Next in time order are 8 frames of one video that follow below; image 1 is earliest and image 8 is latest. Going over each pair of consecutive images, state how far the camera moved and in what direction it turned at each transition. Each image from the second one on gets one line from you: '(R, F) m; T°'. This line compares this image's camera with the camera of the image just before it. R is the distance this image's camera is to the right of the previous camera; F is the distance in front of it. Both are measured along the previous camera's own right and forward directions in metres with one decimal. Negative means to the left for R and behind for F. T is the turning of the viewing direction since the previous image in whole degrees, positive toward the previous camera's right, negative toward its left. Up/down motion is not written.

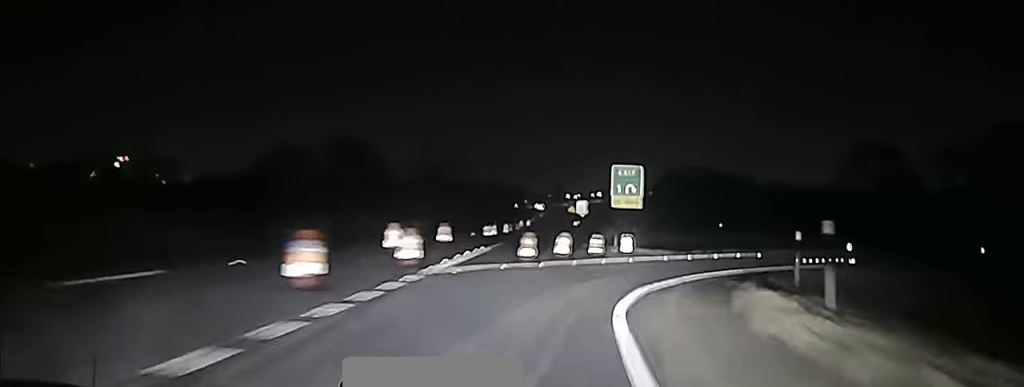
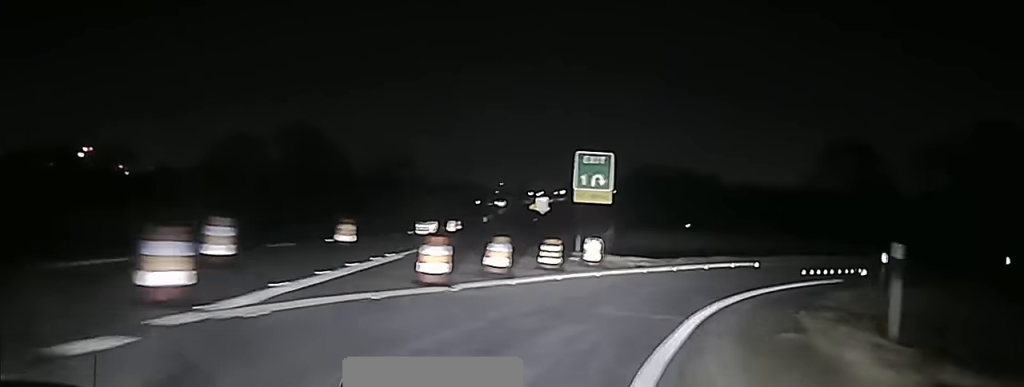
(+0.8, +8.6) m; +6°
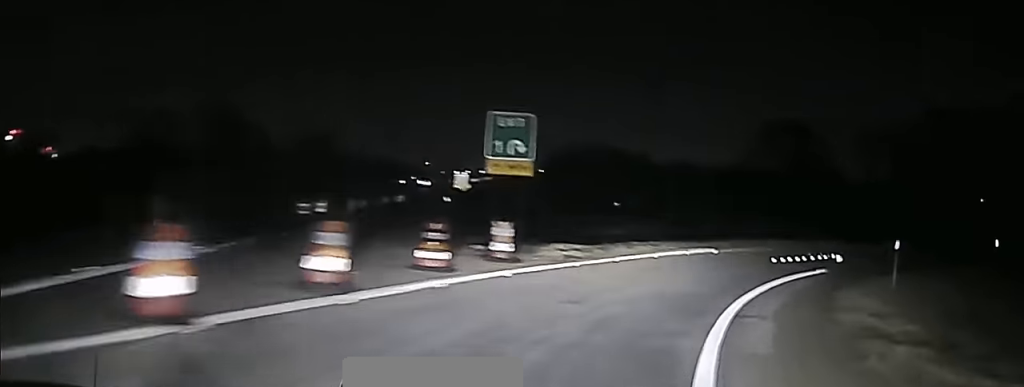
(0.0, +8.0) m; +5°
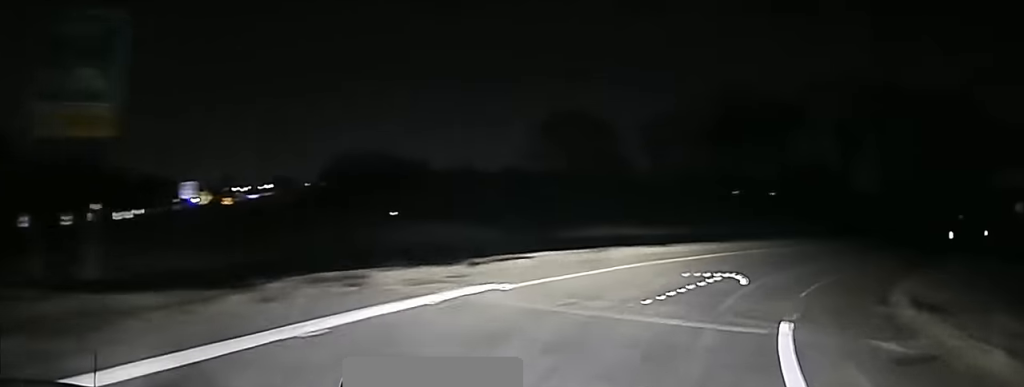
(+2.6, +17.9) m; +16°
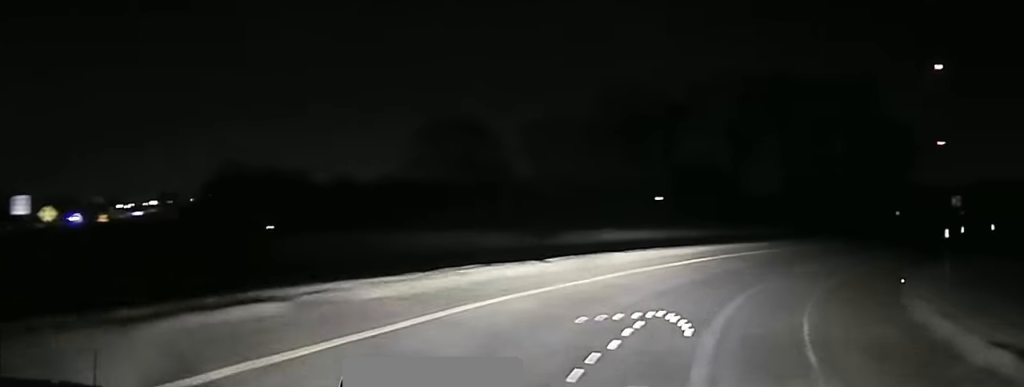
(+0.9, +9.2) m; +8°
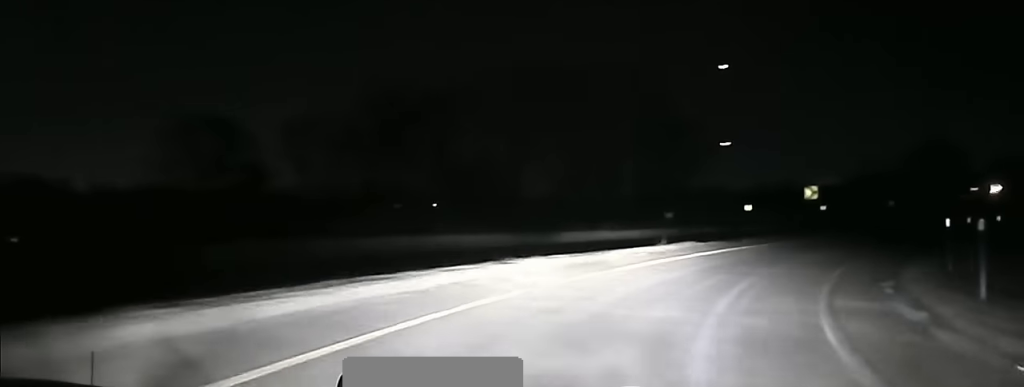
(+2.1, +16.8) m; +15°
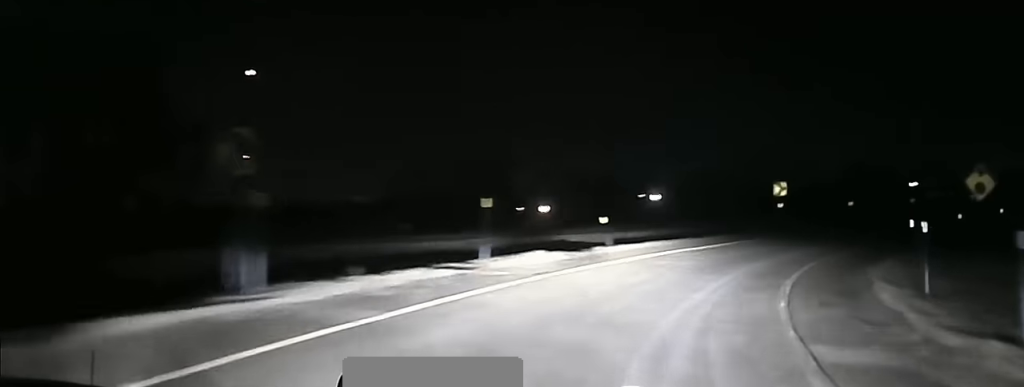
(+10.1, +39.2) m; +28°
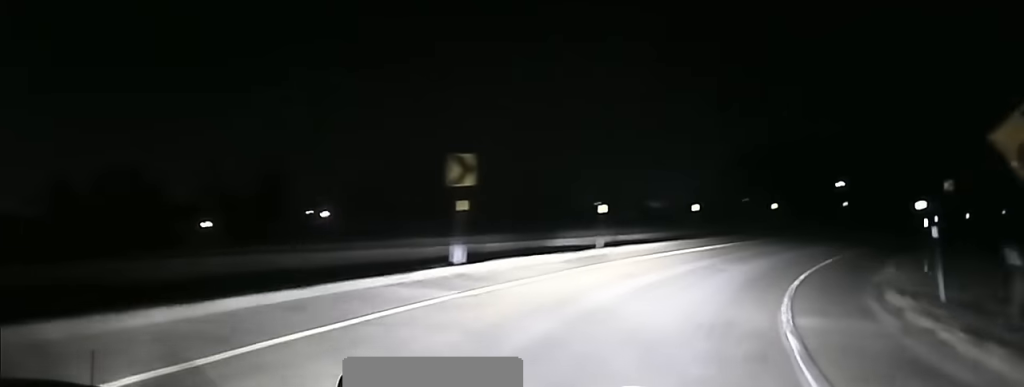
(+4.7, +25.8) m; +23°
